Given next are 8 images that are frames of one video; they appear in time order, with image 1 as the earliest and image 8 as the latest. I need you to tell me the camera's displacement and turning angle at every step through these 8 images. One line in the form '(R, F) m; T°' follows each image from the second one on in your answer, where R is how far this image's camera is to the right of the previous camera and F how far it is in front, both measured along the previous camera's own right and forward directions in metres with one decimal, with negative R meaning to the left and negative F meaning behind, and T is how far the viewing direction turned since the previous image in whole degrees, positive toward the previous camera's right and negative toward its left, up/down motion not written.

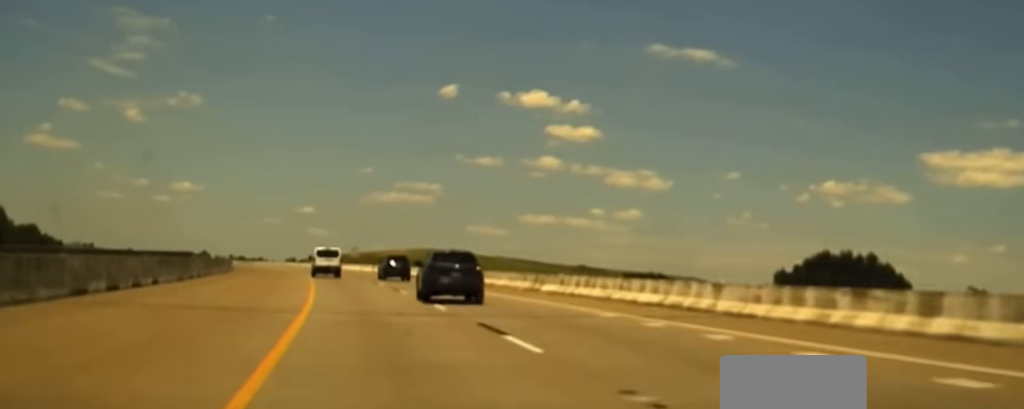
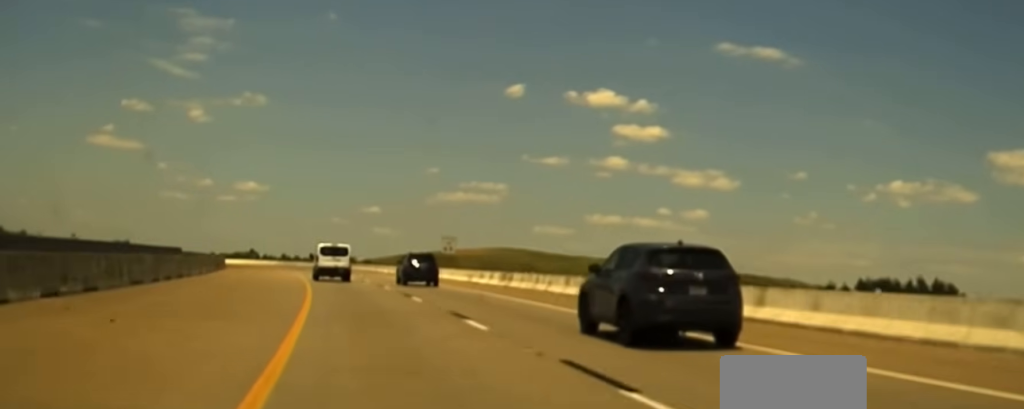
(-1.2, +65.7) m; -3°
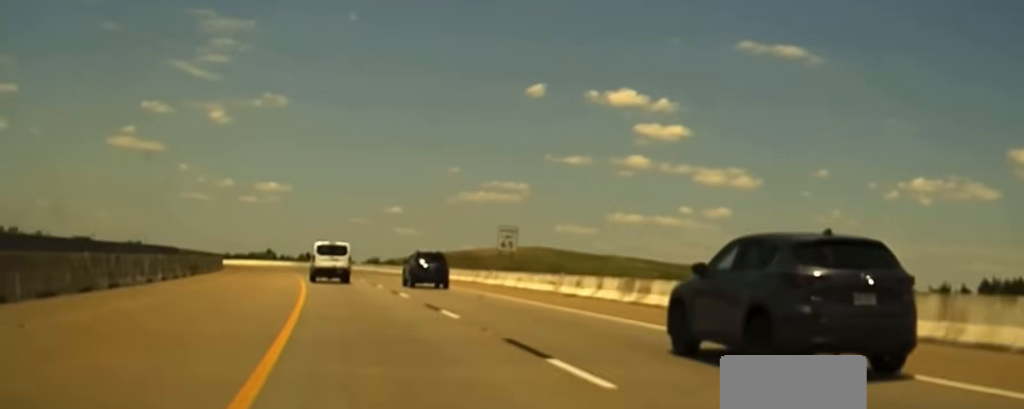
(-0.5, +21.6) m; -2°
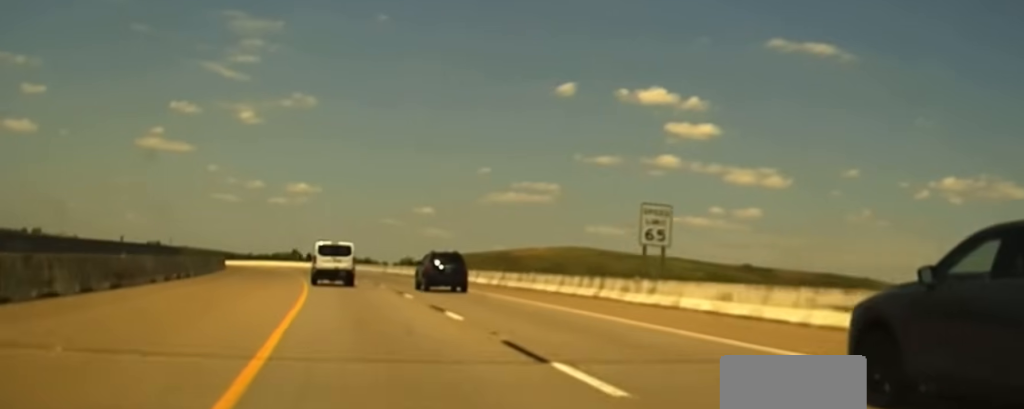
(-0.3, +25.2) m; -2°
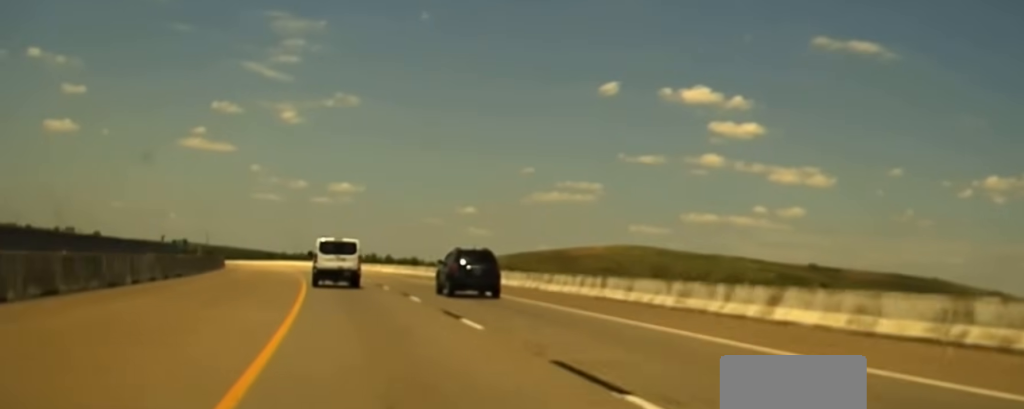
(-1.0, +38.7) m; -3°
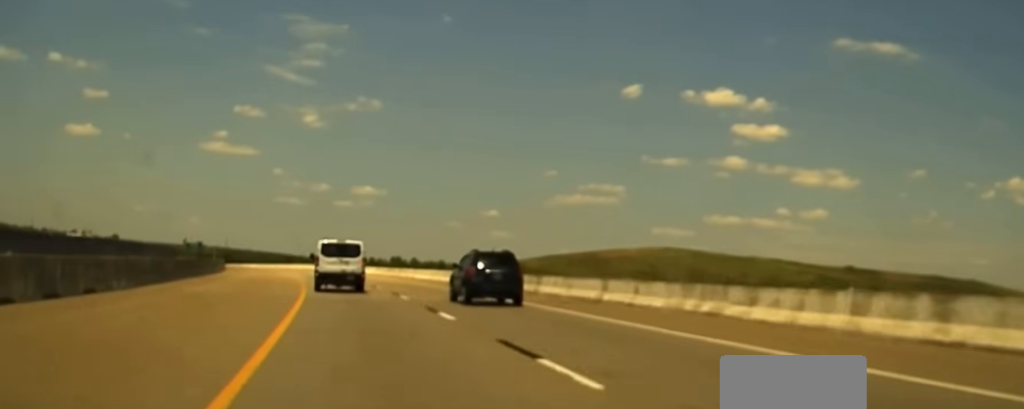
(-0.1, +20.2) m; -1°
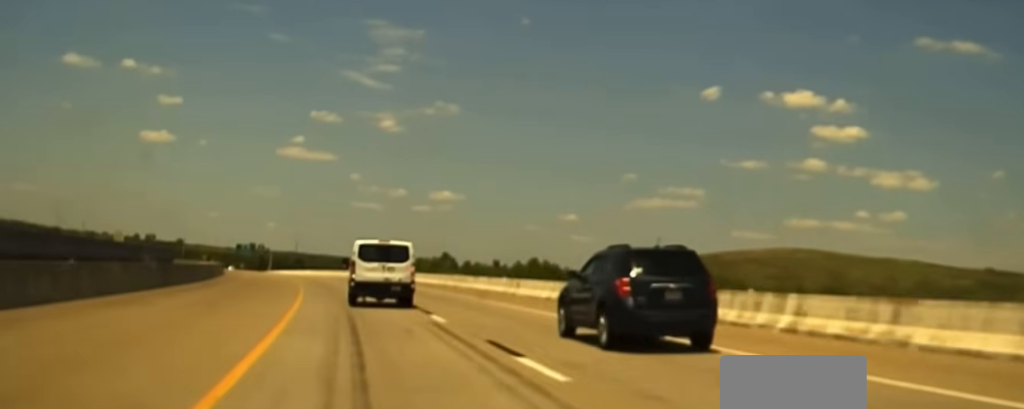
(-2.9, +71.1) m; -4°
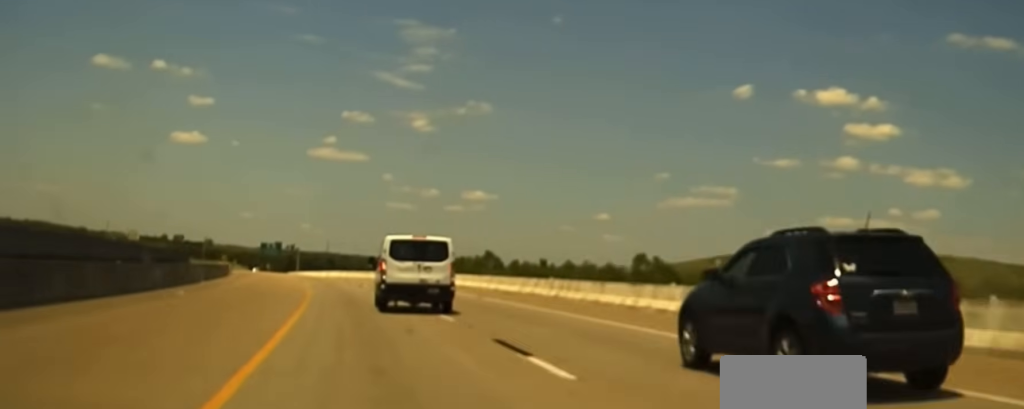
(-0.3, +24.6) m; -1°
